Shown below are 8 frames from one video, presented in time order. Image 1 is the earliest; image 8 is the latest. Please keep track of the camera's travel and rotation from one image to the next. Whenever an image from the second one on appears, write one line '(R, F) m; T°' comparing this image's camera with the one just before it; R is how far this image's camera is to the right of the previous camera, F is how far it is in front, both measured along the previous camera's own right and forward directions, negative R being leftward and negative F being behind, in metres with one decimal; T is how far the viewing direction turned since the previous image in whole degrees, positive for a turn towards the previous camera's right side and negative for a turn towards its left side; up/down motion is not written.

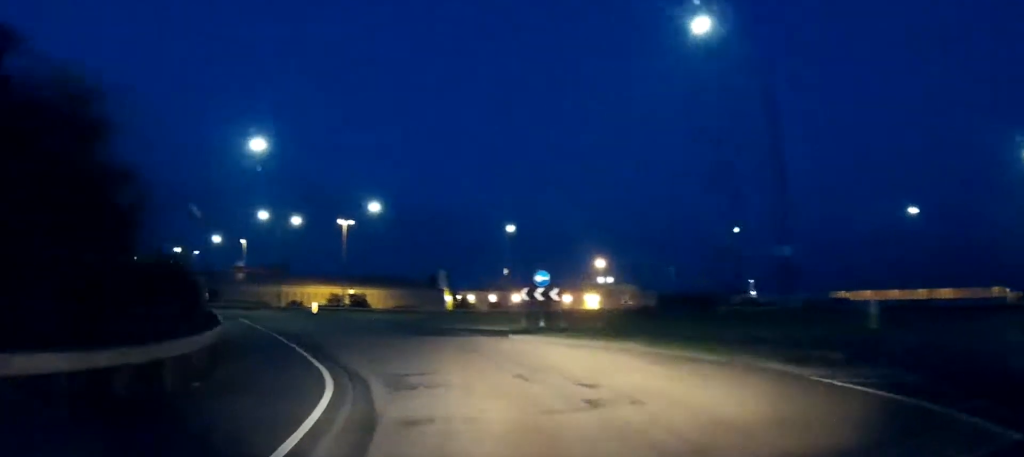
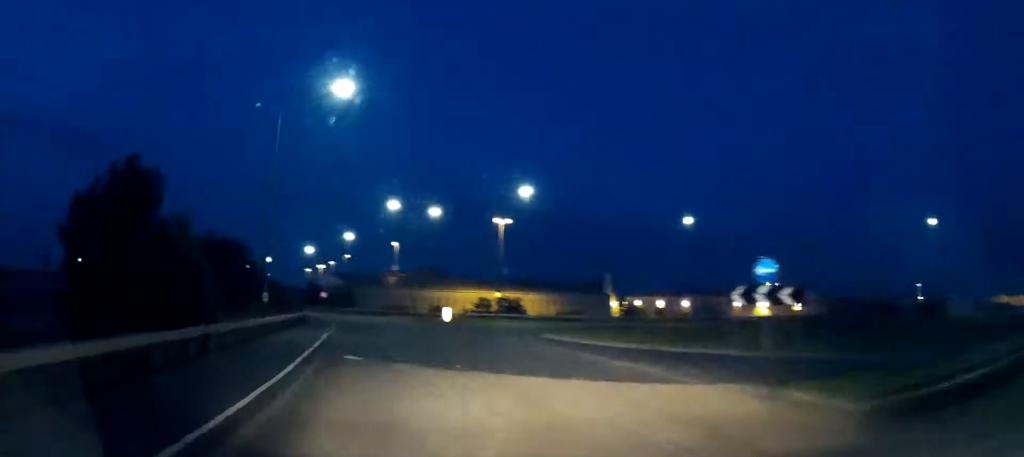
(-0.5, +12.0) m; -7°
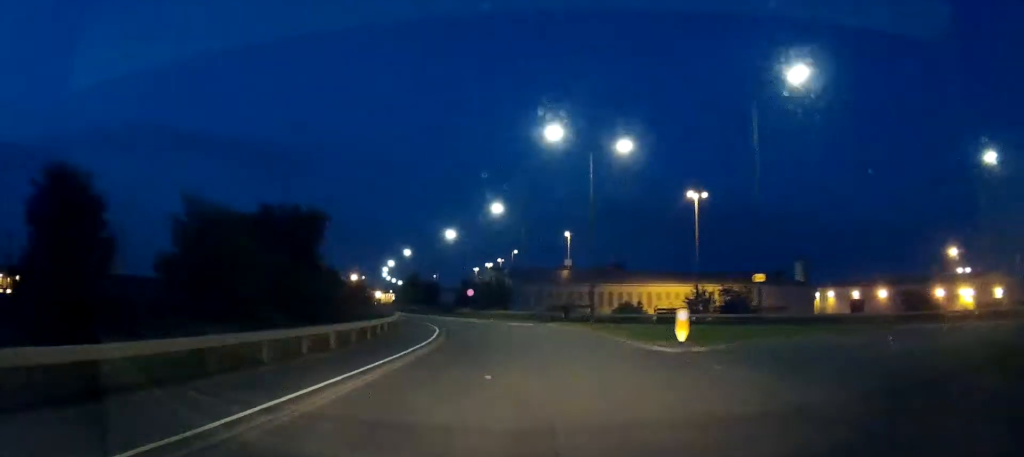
(-4.2, +24.5) m; -20°
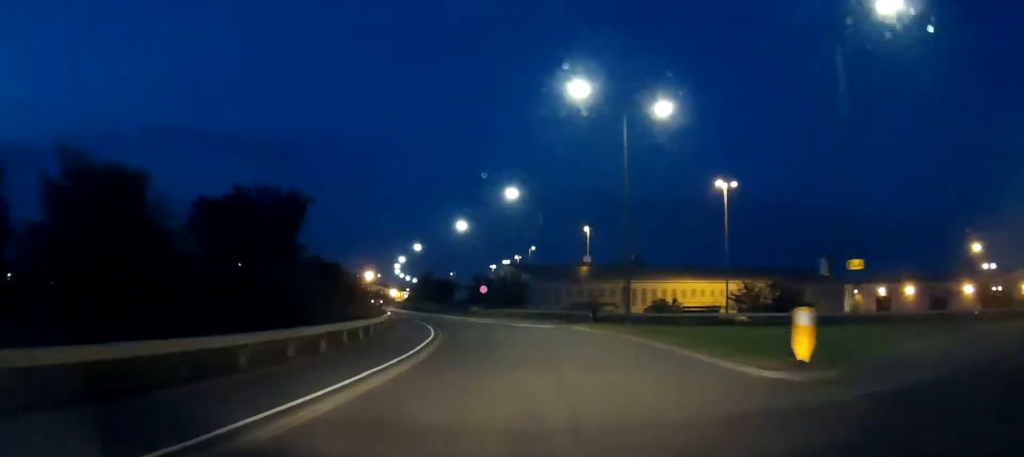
(-0.4, +6.5) m; -4°
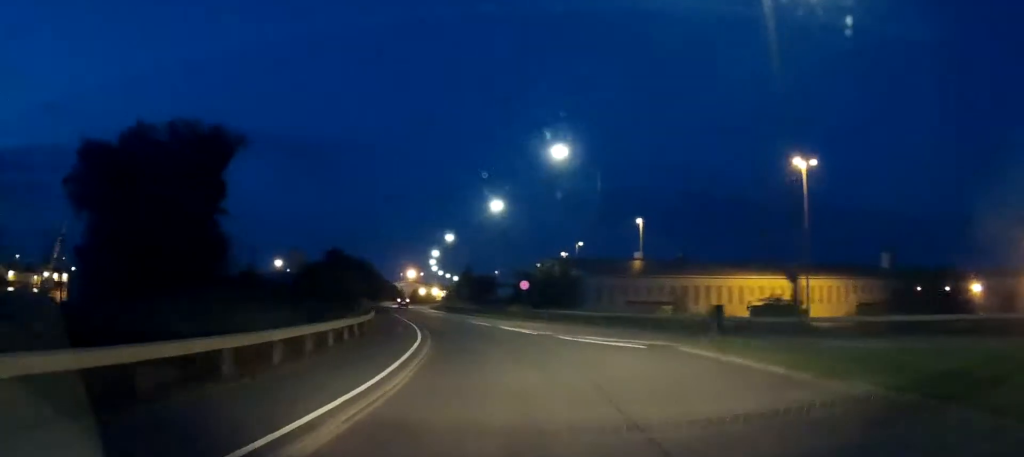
(-0.6, +13.3) m; -9°
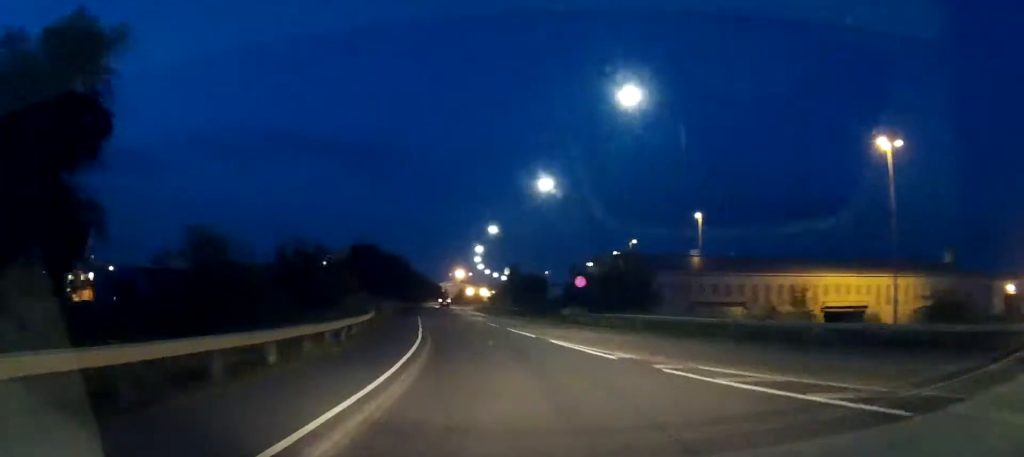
(-1.0, +10.2) m; -6°
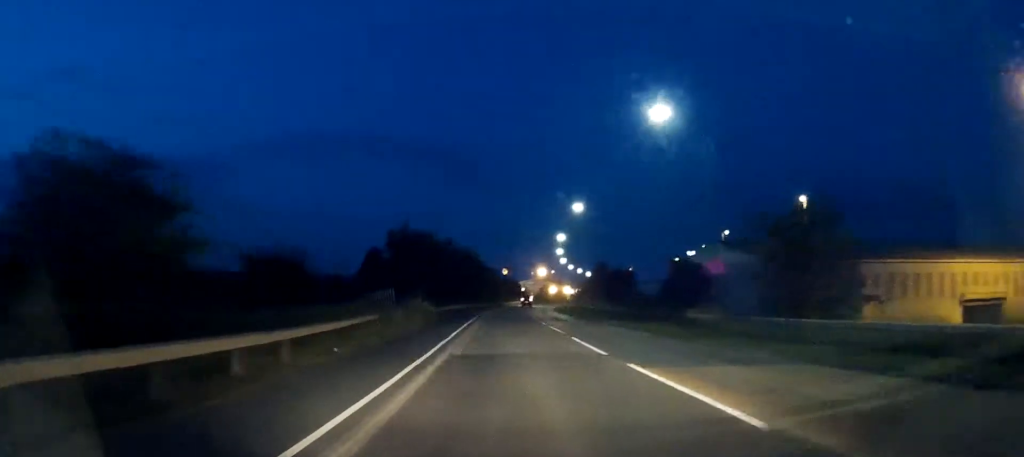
(-1.1, +16.6) m; -7°
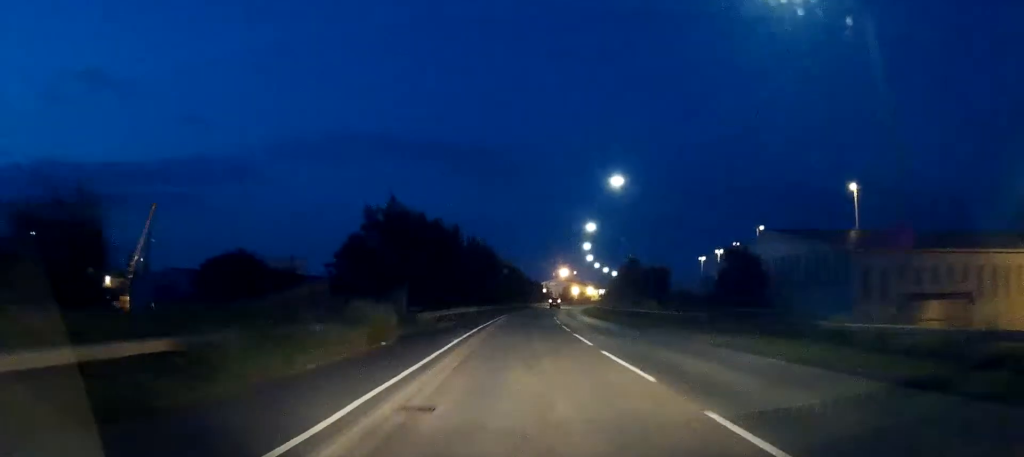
(-0.6, +13.7) m; -2°
